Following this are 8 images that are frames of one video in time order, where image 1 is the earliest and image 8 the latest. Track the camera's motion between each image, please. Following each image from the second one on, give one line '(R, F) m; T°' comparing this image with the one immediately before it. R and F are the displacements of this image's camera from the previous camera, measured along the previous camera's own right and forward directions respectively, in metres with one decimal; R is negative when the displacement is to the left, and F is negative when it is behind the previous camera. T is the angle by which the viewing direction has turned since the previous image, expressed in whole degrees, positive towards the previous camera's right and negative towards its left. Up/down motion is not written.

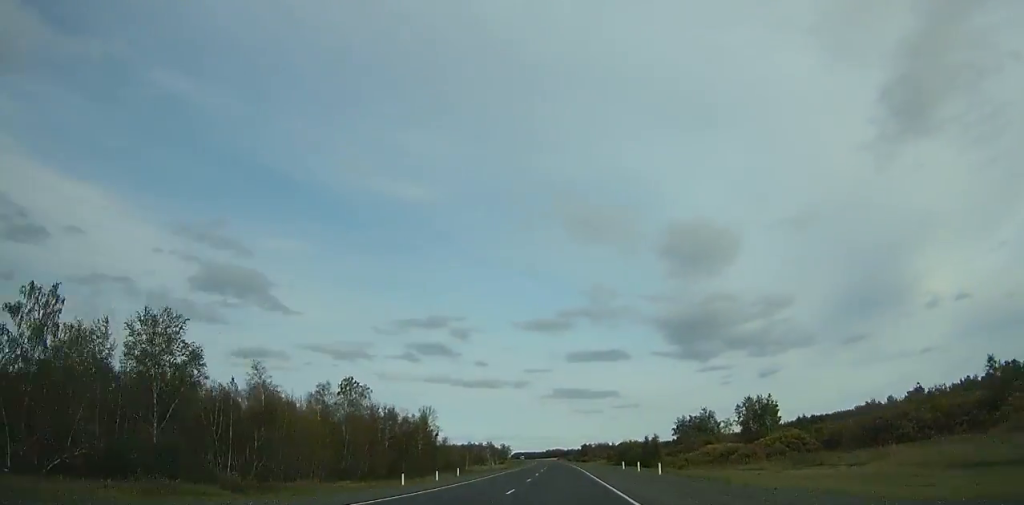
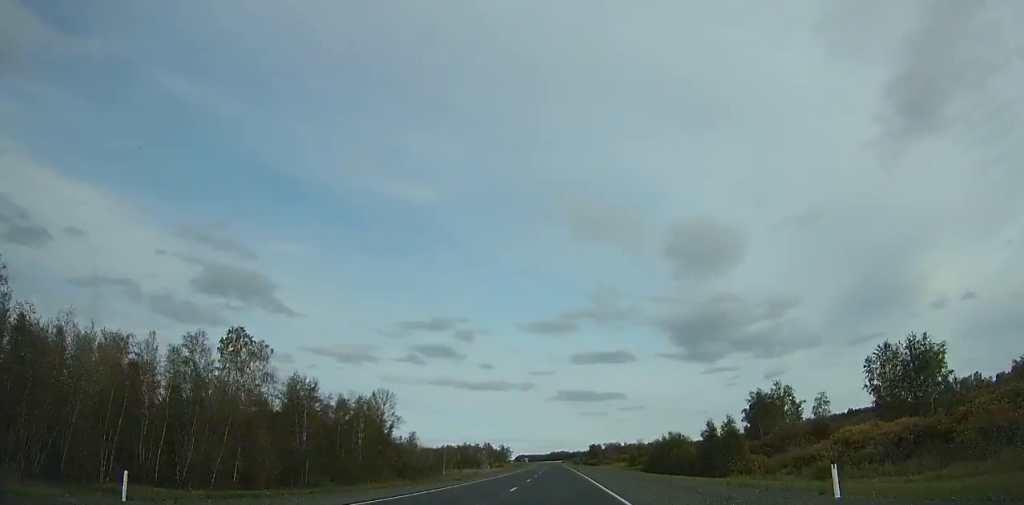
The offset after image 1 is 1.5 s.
(+0.1, +44.8) m; 0°
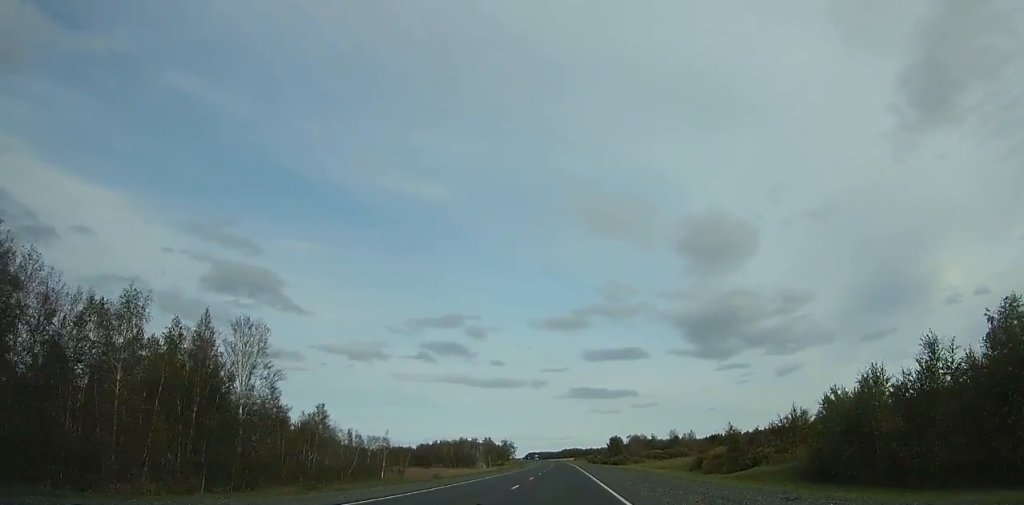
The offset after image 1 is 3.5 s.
(-0.3, +59.4) m; -1°
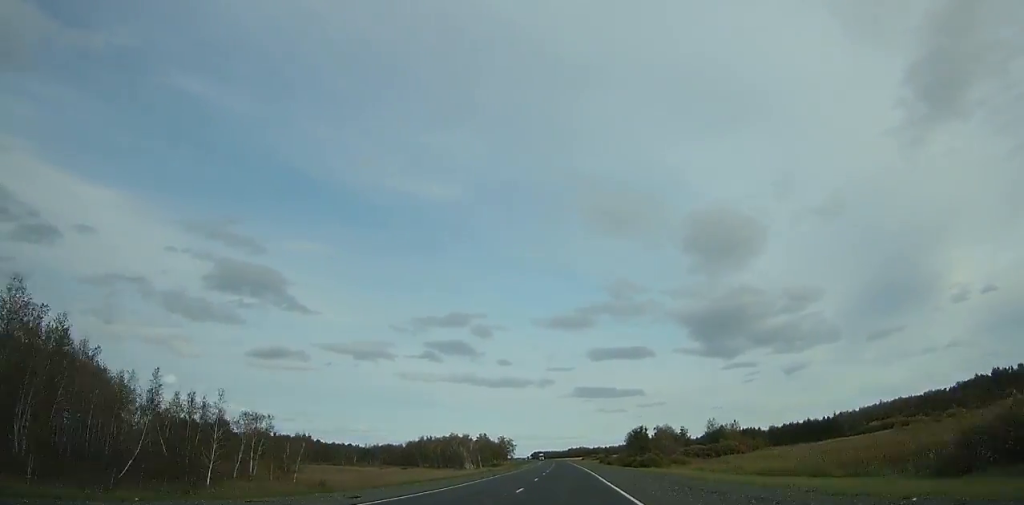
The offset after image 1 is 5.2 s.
(-0.4, +50.3) m; -1°
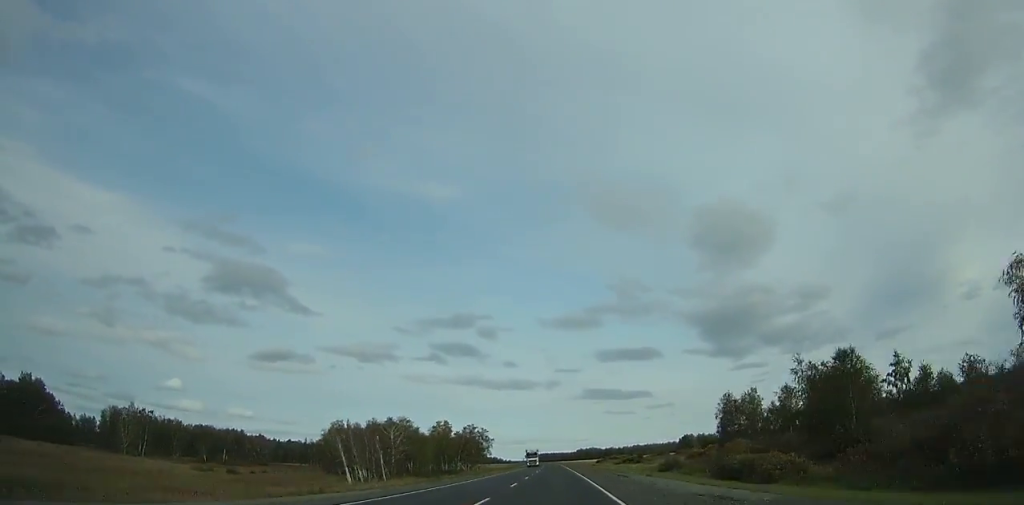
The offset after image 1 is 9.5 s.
(-1.5, +126.2) m; -1°
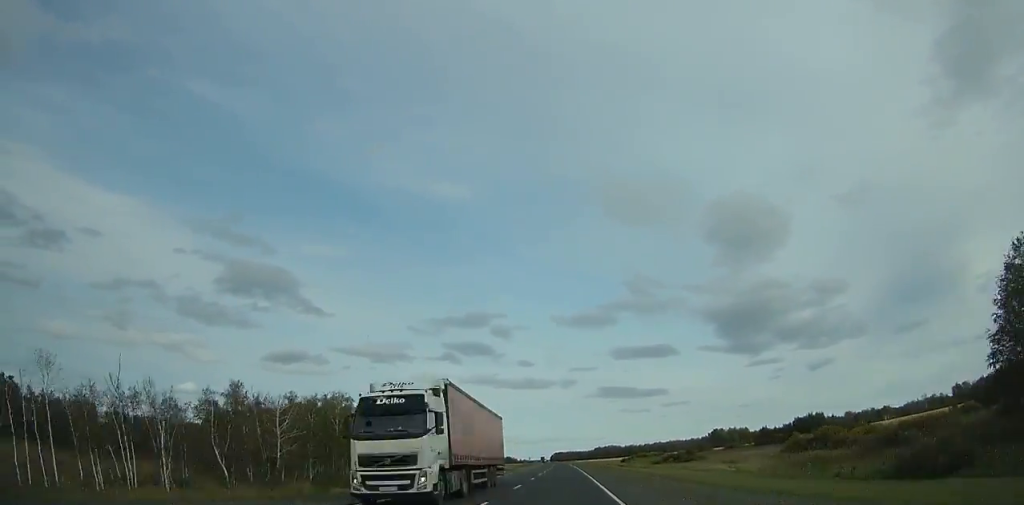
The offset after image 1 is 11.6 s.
(0.0, +61.2) m; -1°
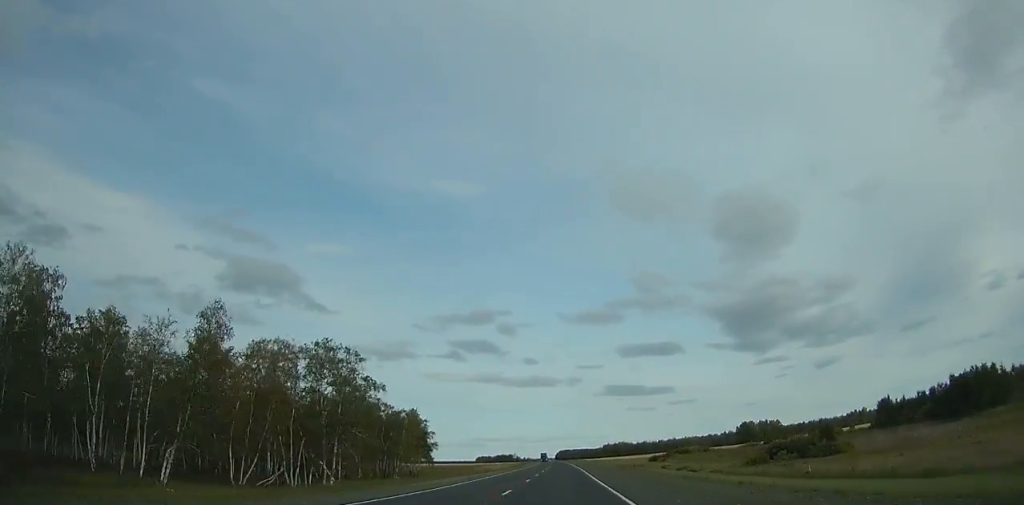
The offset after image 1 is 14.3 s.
(-1.0, +77.9) m; -1°
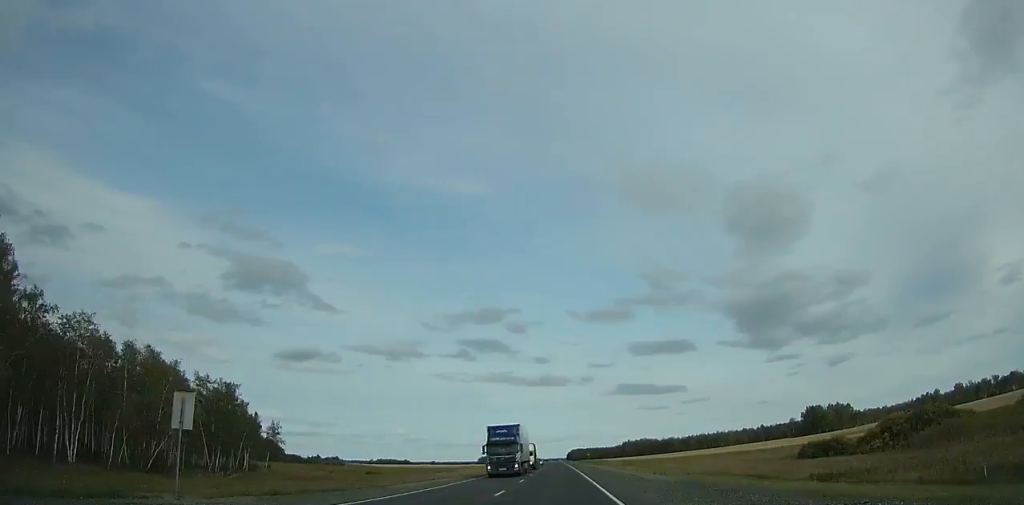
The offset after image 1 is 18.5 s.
(-1.5, +119.9) m; -1°
